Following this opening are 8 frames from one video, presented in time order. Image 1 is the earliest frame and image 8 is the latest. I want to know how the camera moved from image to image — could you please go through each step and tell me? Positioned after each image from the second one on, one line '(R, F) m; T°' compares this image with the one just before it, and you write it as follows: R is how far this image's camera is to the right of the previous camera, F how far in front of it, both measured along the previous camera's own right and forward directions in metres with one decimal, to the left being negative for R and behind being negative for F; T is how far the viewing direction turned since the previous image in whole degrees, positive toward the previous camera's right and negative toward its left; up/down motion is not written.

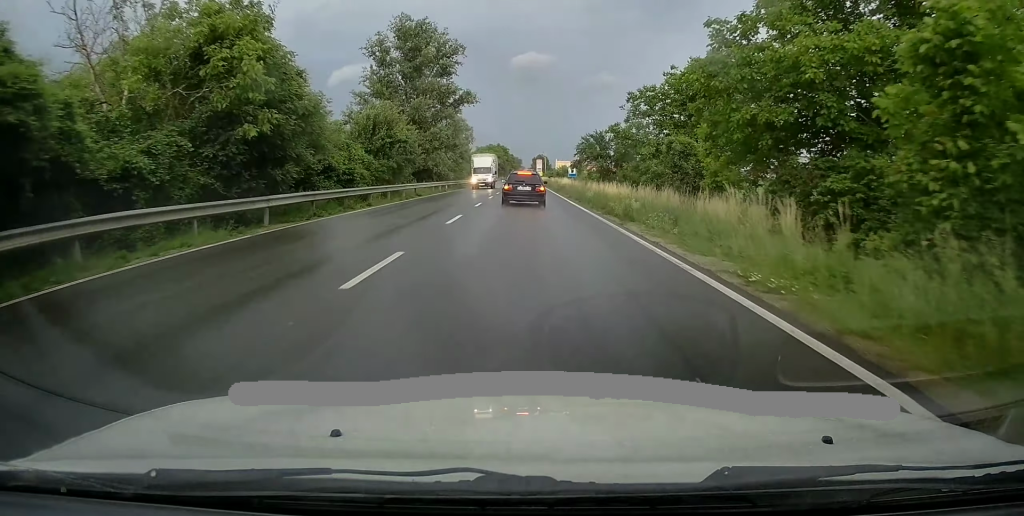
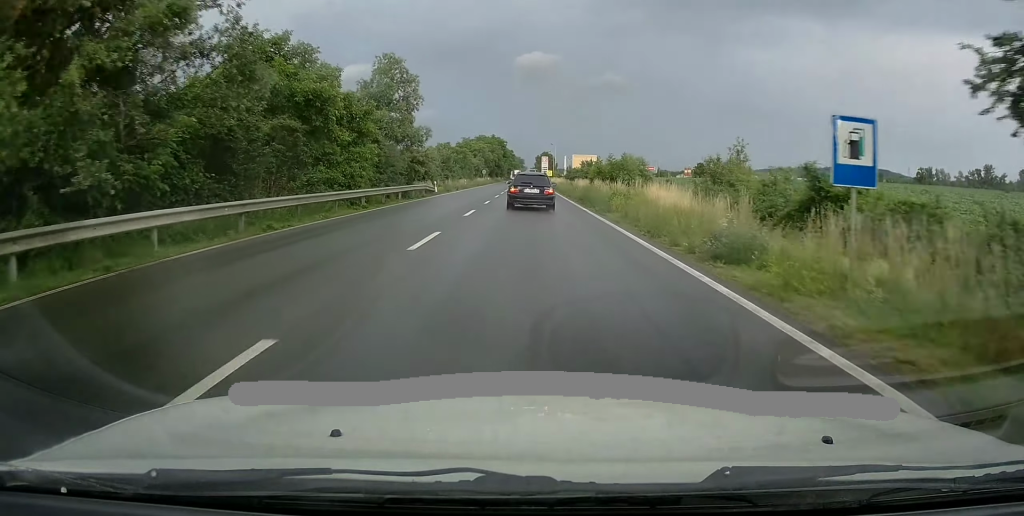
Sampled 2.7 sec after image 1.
(-0.1, +50.2) m; 0°
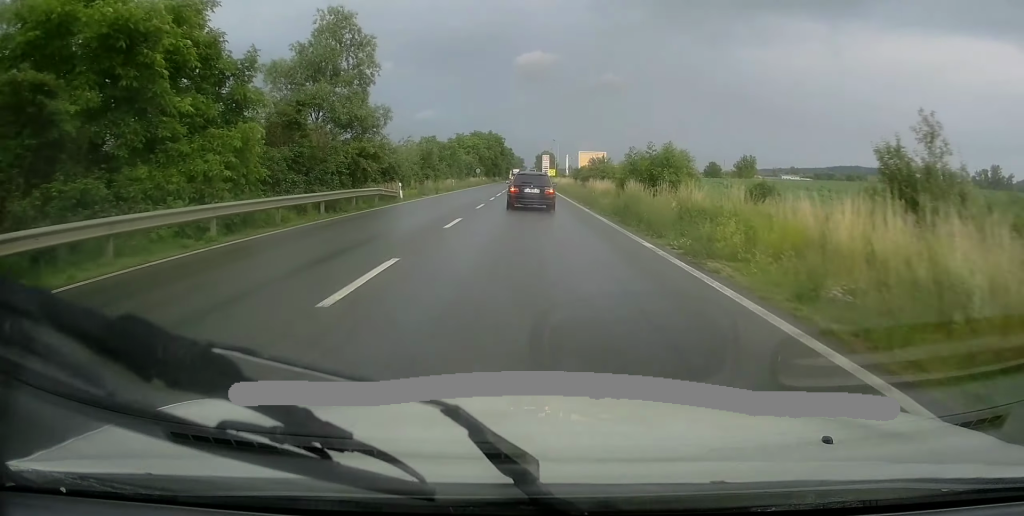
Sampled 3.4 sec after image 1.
(-0.2, +13.6) m; -1°
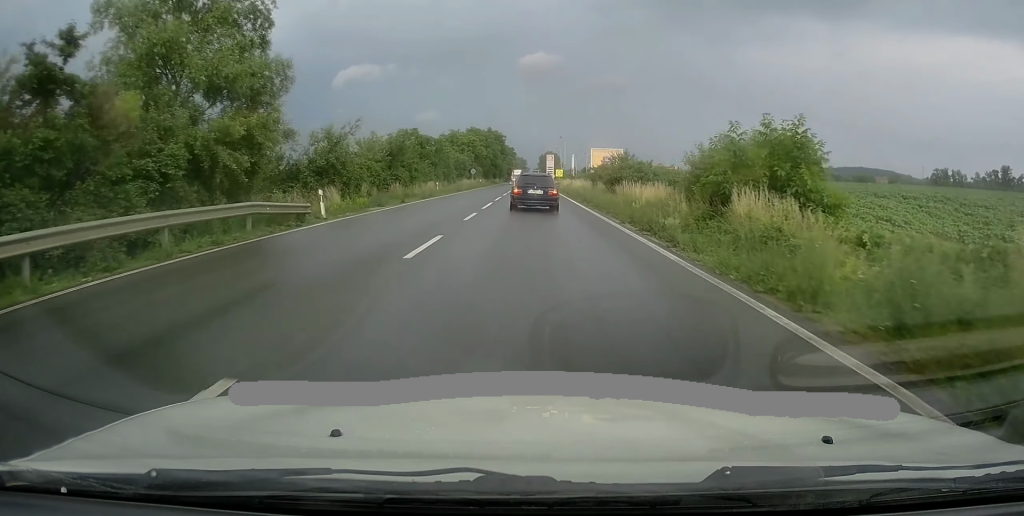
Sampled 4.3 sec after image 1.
(-0.1, +14.4) m; +1°
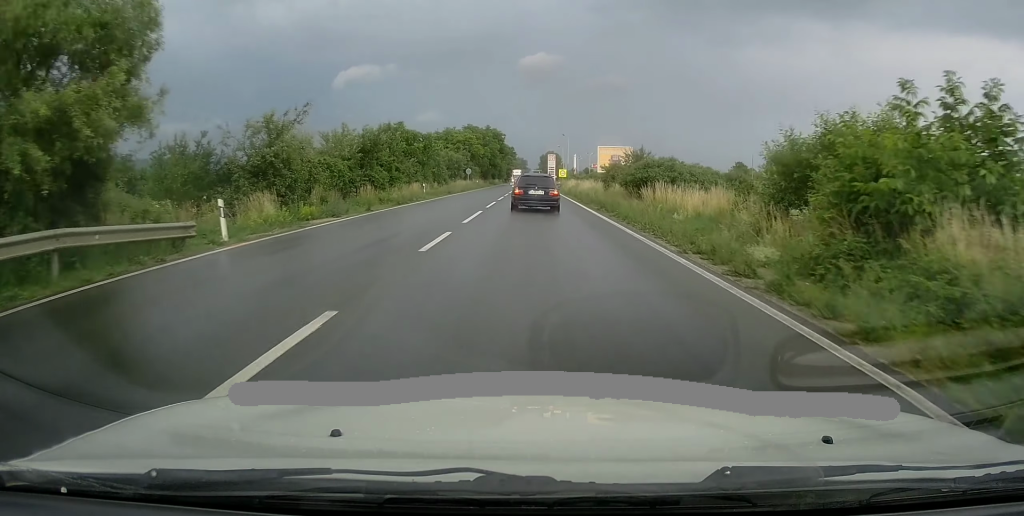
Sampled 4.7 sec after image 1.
(-0.1, +7.4) m; +1°
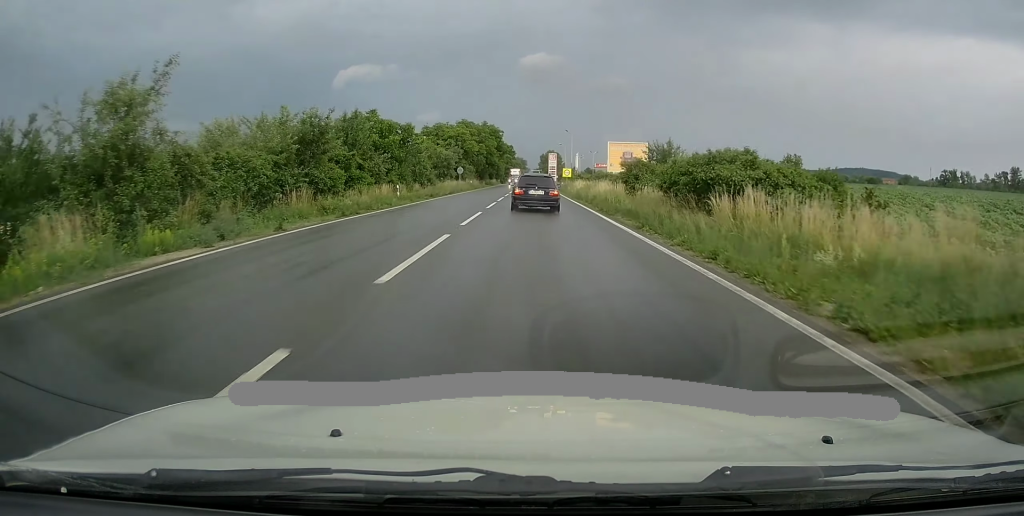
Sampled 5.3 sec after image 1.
(+0.3, +9.6) m; 0°
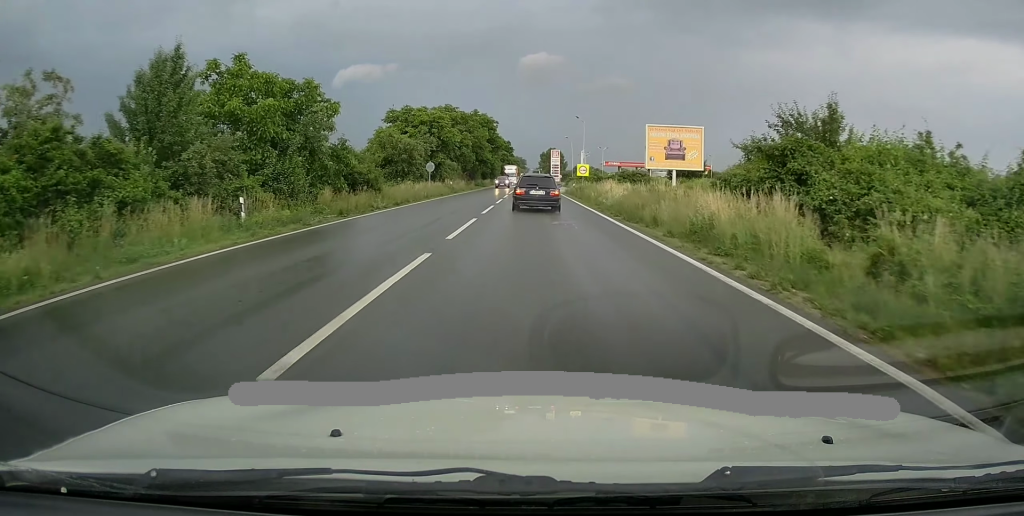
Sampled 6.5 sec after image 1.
(-0.2, +21.3) m; -1°
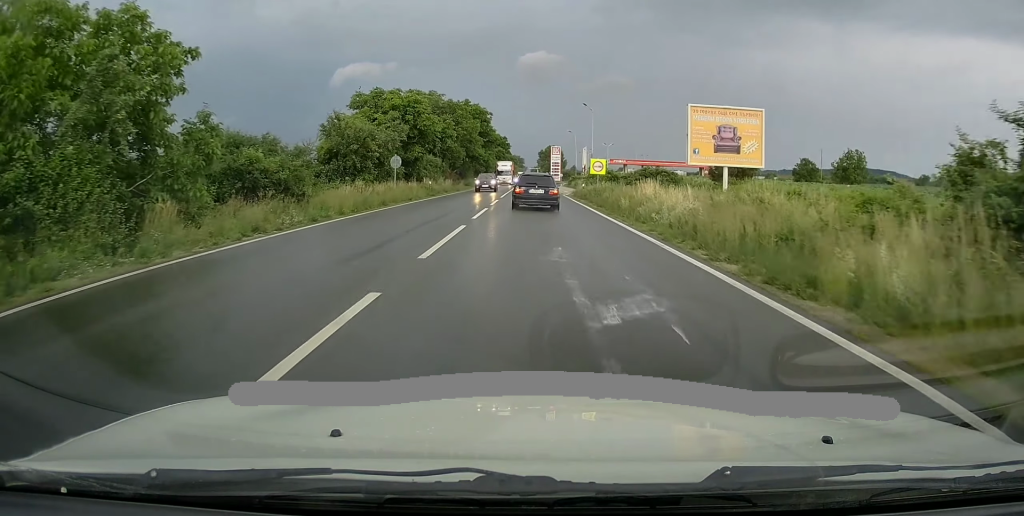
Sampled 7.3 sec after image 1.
(0.0, +12.1) m; 0°
